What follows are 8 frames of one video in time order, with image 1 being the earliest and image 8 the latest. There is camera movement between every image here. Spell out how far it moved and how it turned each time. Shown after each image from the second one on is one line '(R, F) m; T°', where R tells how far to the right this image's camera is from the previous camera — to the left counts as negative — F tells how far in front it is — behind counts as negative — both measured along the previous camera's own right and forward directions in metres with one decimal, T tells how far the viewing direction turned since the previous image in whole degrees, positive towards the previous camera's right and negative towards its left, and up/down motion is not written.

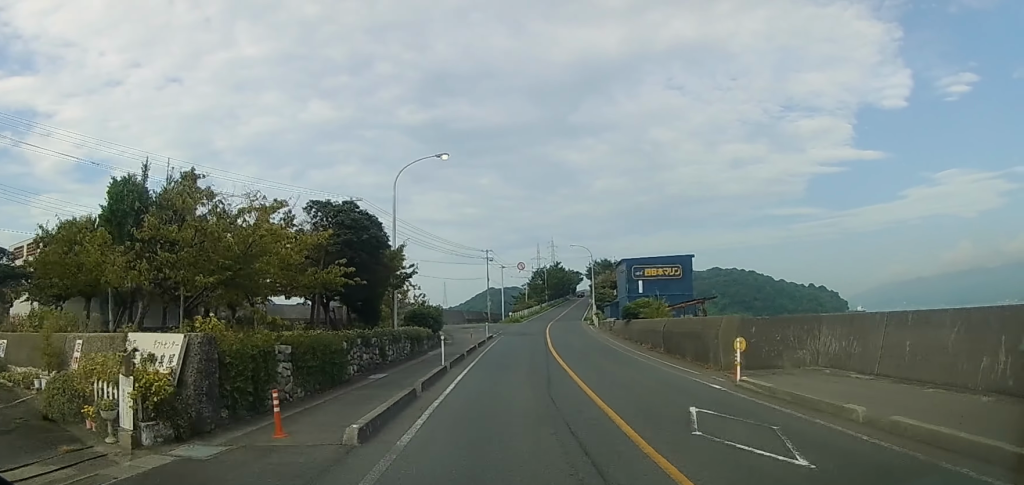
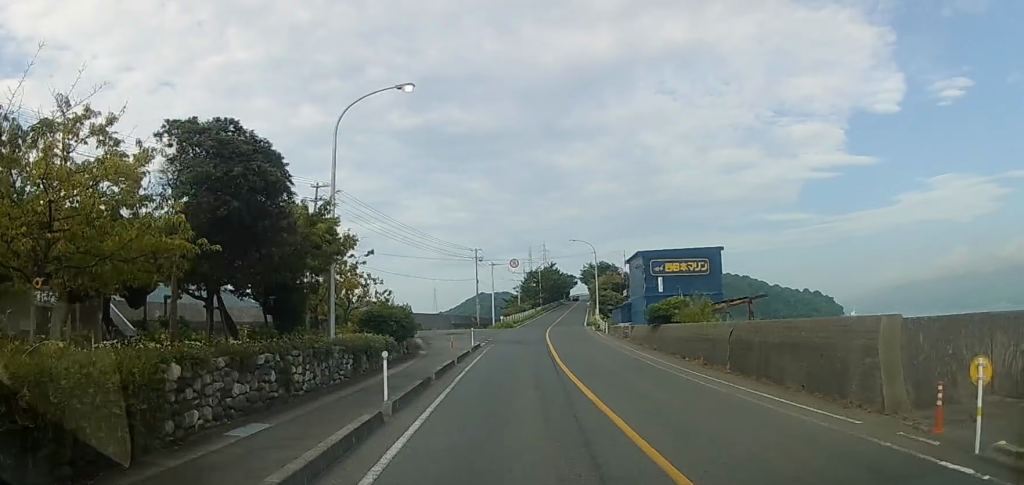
(+0.1, +8.5) m; +1°
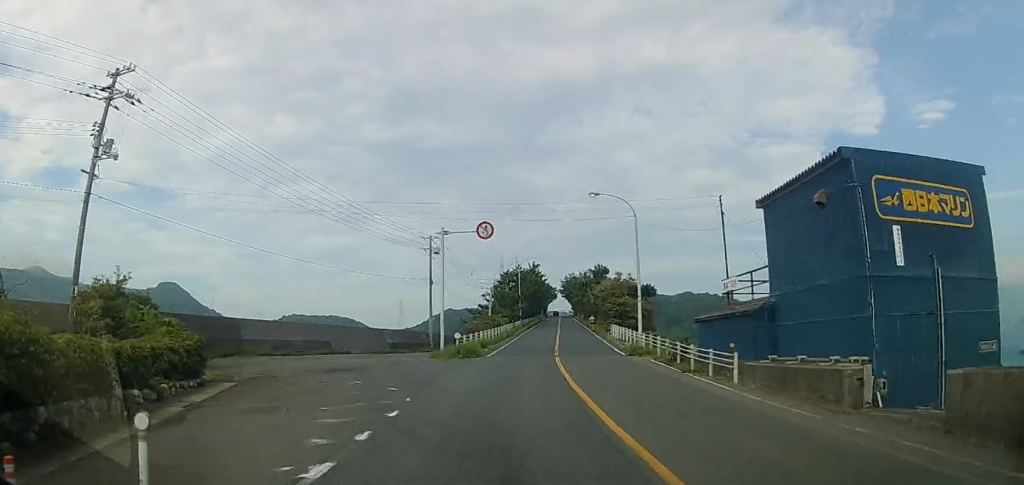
(-0.4, +27.3) m; +2°
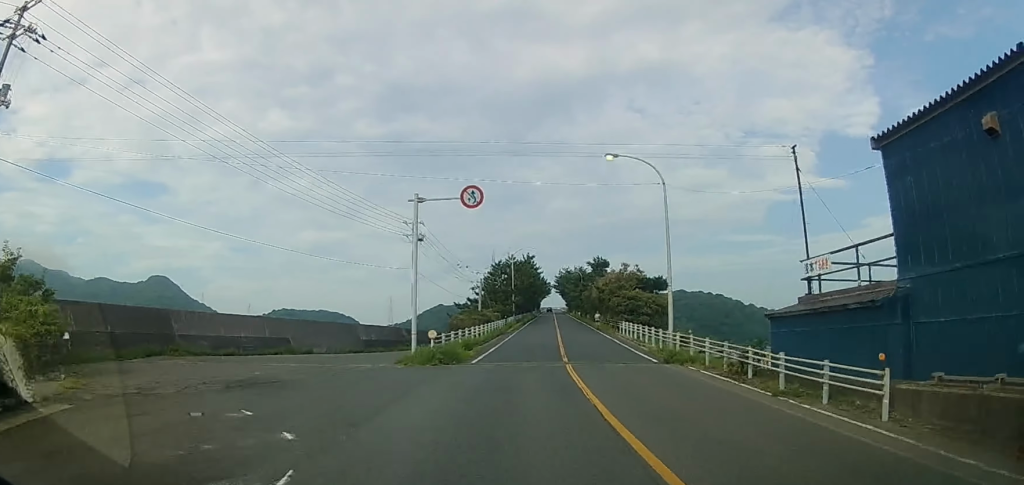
(+0.4, +7.0) m; +1°
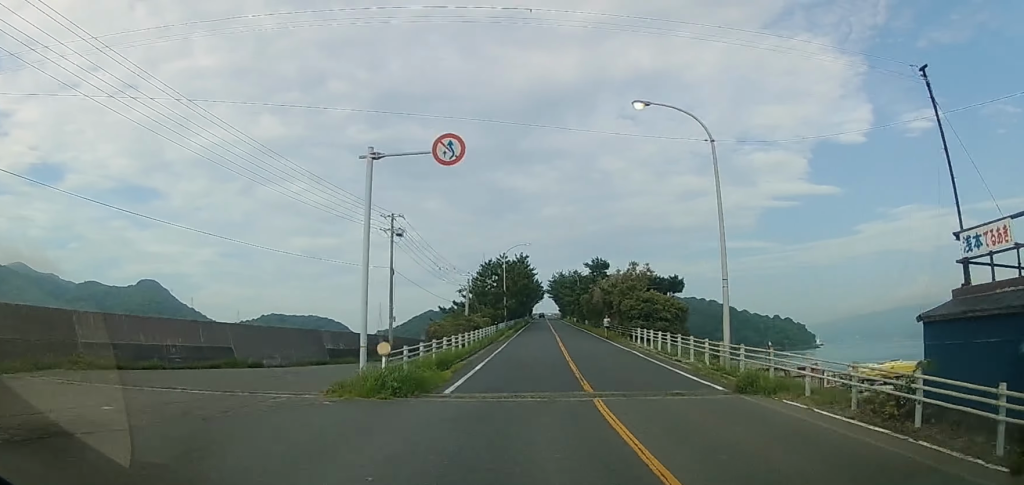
(+0.3, +6.6) m; +1°
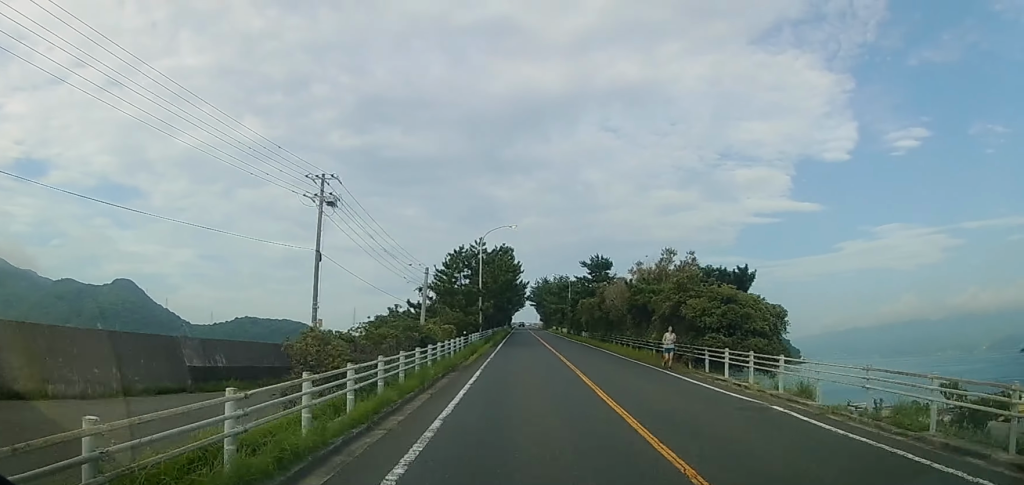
(0.0, +16.3) m; +2°
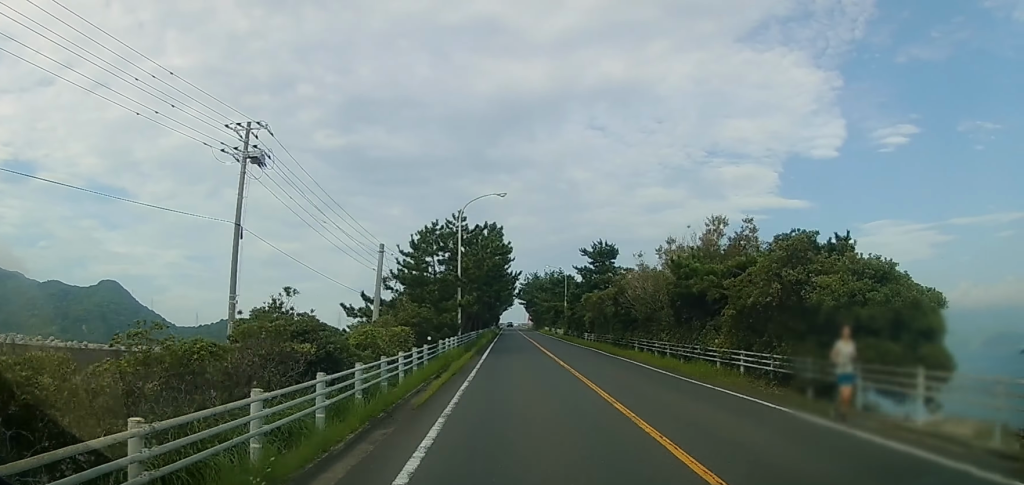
(+0.5, +9.6) m; +1°
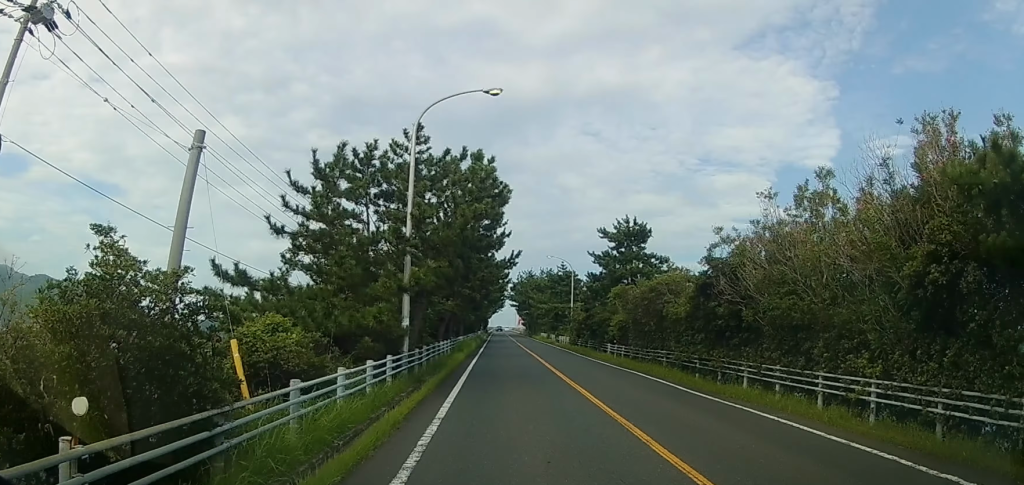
(0.0, +15.3) m; 0°
